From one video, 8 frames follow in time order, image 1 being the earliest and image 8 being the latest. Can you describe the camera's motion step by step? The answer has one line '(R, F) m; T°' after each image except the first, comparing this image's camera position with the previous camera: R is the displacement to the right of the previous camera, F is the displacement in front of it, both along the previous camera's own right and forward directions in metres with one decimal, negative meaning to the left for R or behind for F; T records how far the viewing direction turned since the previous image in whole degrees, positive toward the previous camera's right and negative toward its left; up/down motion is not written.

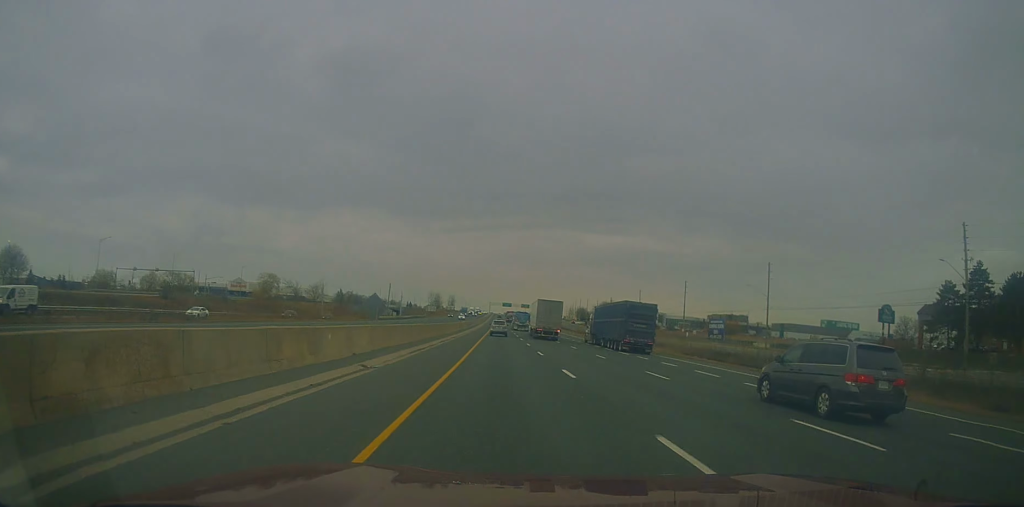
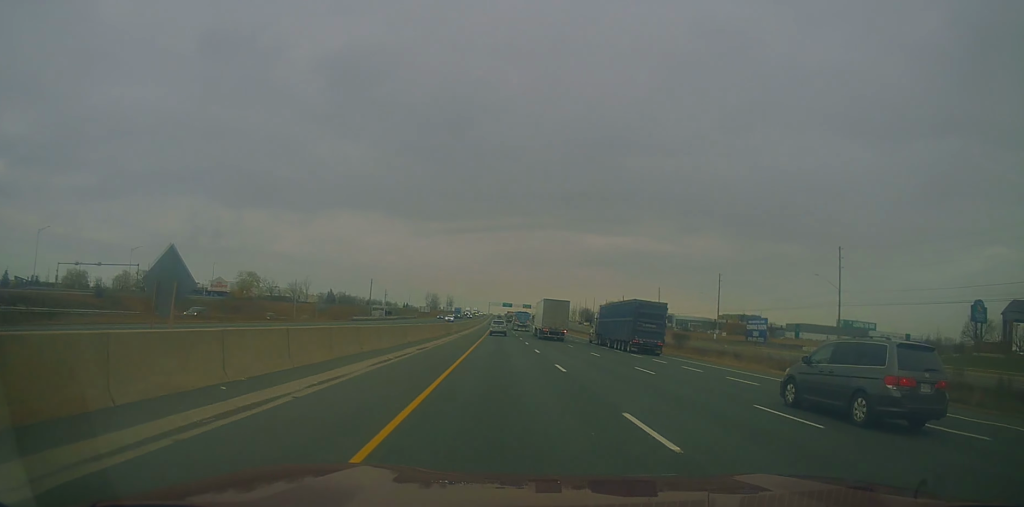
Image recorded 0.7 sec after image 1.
(+0.3, +22.4) m; 0°
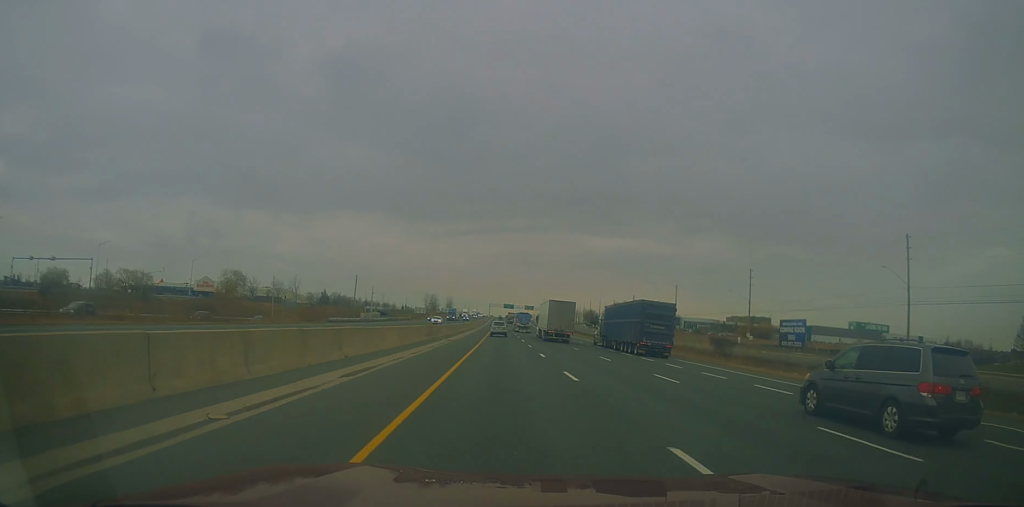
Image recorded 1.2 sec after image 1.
(-0.3, +15.0) m; -1°
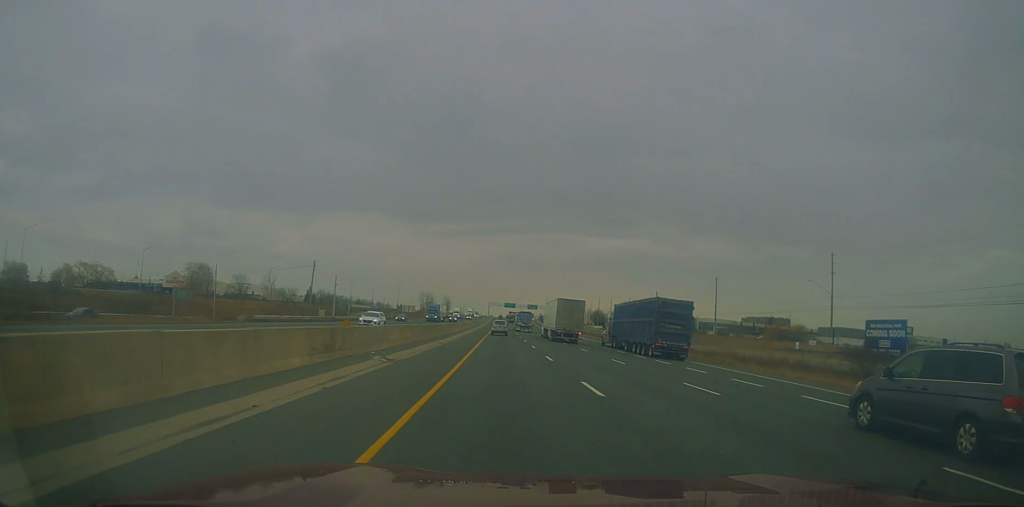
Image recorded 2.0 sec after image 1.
(-0.2, +27.8) m; 0°
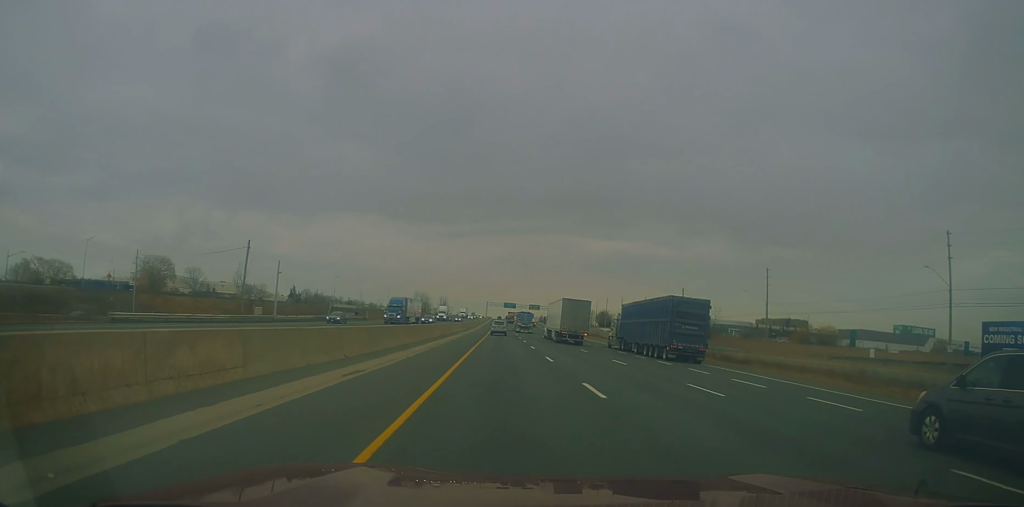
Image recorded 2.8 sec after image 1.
(0.0, +24.6) m; 0°
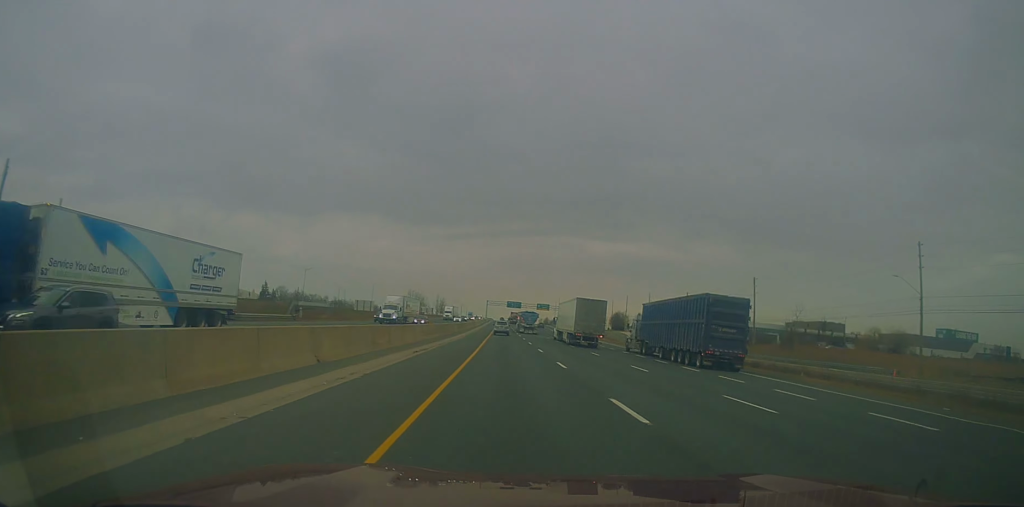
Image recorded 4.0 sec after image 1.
(-0.2, +39.5) m; -1°
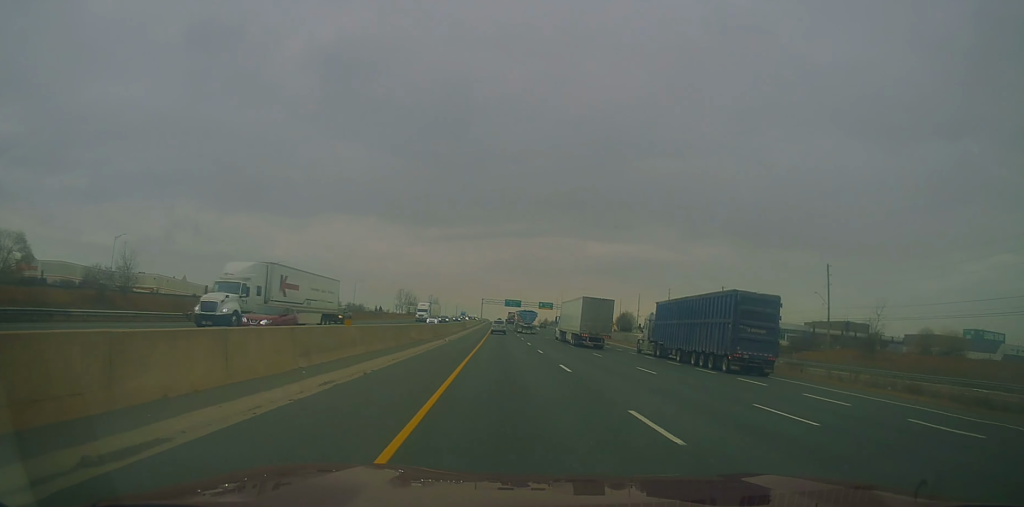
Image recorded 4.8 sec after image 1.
(-0.2, +25.7) m; 0°
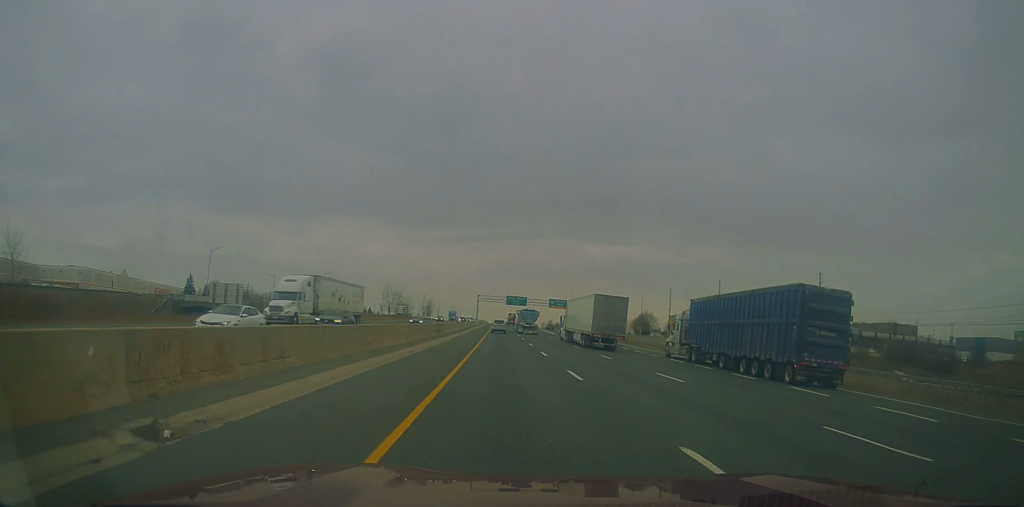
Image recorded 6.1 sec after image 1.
(+0.6, +39.6) m; 0°
